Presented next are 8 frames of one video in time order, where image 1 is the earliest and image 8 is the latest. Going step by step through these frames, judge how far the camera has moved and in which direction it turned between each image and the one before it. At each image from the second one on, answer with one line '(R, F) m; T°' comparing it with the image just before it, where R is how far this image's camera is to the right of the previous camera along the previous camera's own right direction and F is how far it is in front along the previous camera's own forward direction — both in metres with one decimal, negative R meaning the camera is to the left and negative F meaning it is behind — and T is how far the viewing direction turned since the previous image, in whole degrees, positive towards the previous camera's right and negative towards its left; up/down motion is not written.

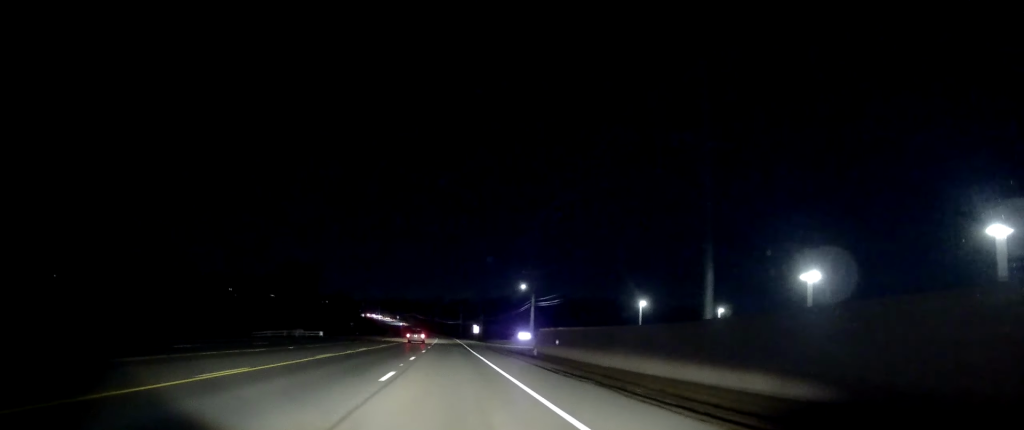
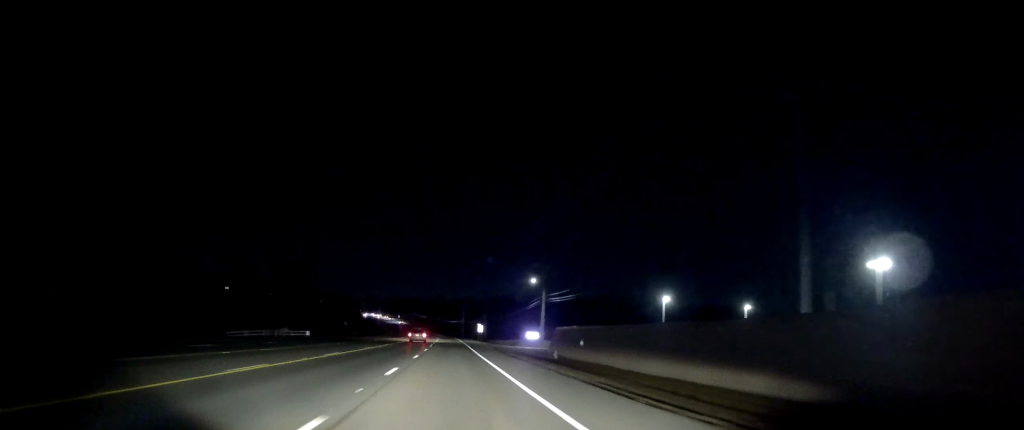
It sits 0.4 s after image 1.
(0.0, +10.4) m; -1°
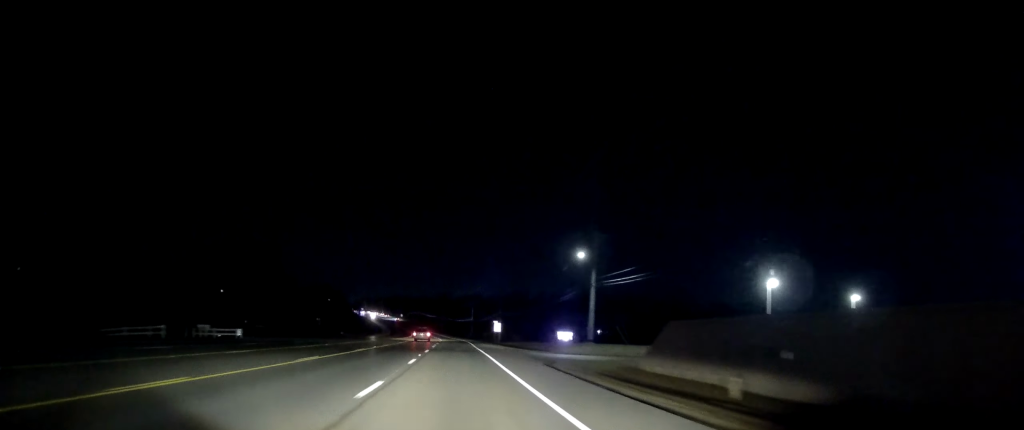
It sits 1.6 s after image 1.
(-0.5, +31.5) m; -2°
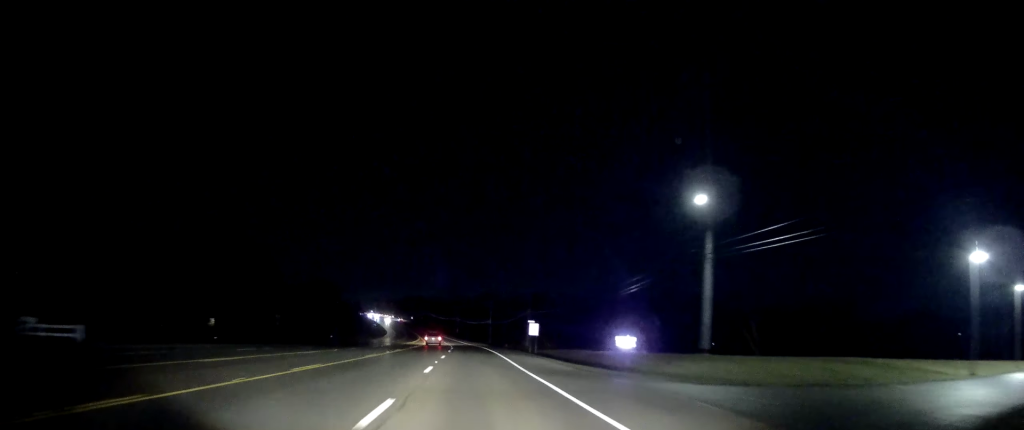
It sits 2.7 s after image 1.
(-0.2, +28.5) m; +1°
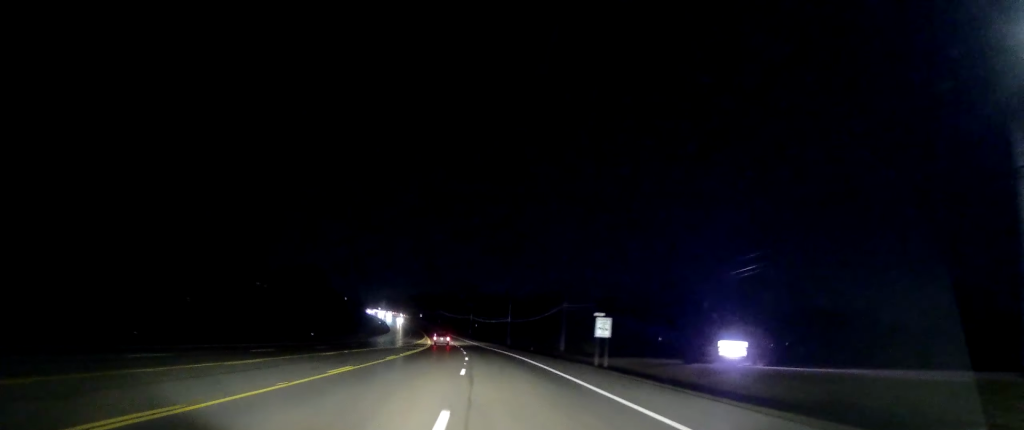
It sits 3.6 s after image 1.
(+0.7, +26.0) m; -2°
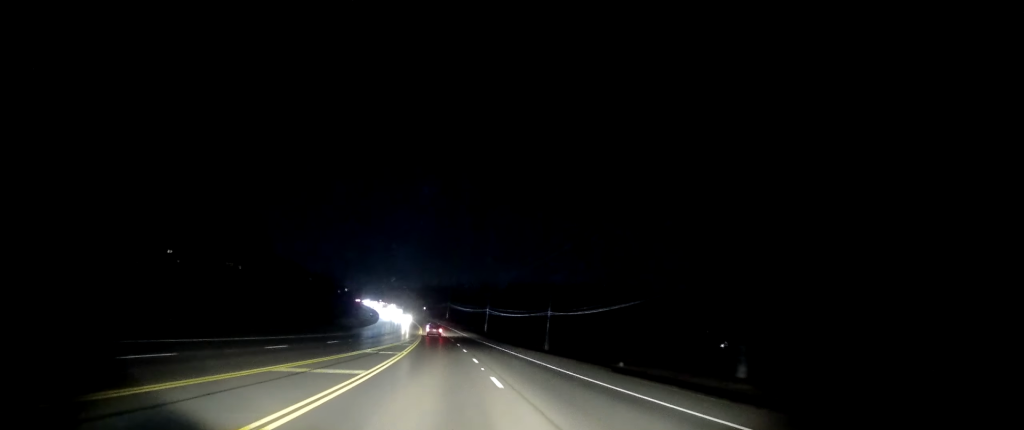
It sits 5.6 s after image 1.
(-1.4, +53.5) m; -1°
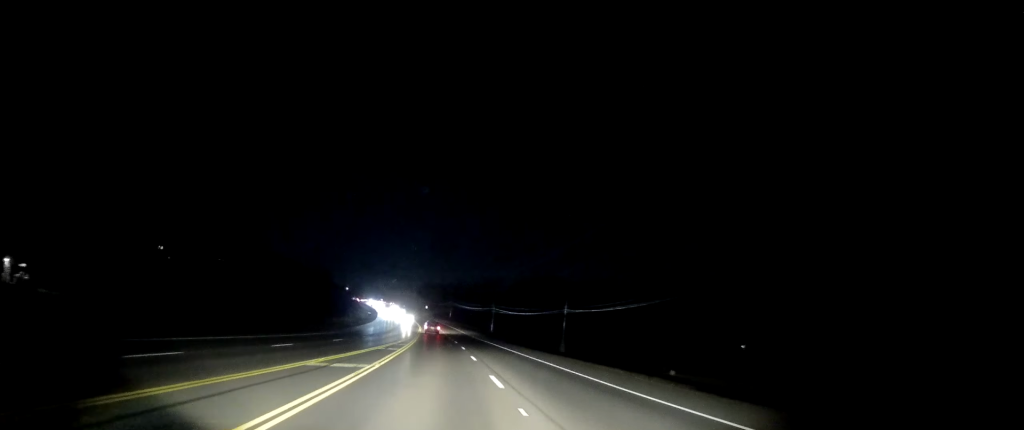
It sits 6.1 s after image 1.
(-0.2, +12.4) m; -1°
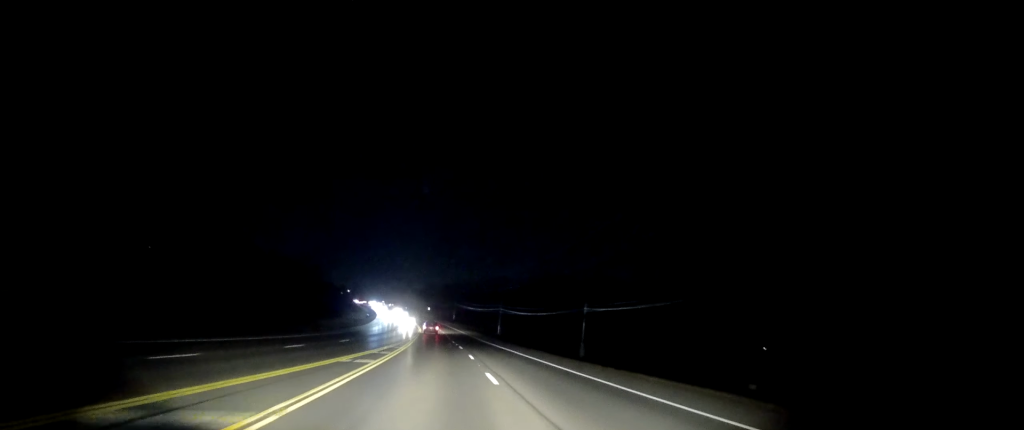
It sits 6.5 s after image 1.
(0.0, +11.5) m; -1°
